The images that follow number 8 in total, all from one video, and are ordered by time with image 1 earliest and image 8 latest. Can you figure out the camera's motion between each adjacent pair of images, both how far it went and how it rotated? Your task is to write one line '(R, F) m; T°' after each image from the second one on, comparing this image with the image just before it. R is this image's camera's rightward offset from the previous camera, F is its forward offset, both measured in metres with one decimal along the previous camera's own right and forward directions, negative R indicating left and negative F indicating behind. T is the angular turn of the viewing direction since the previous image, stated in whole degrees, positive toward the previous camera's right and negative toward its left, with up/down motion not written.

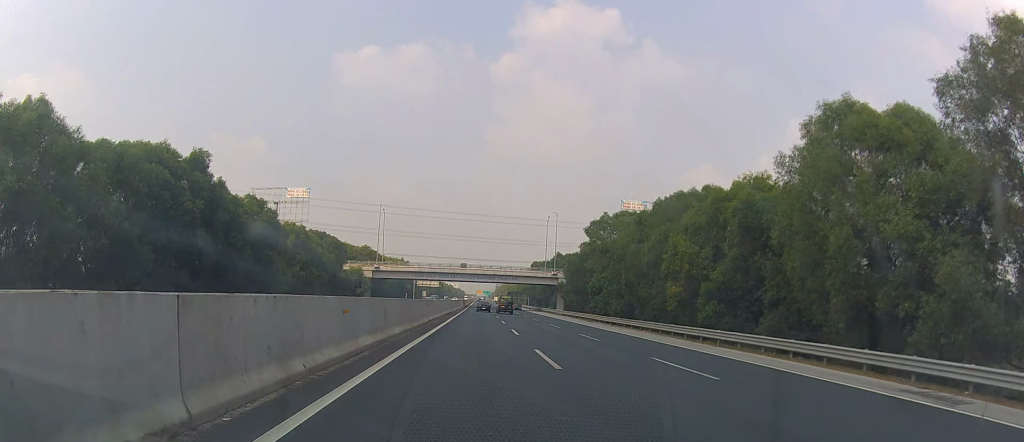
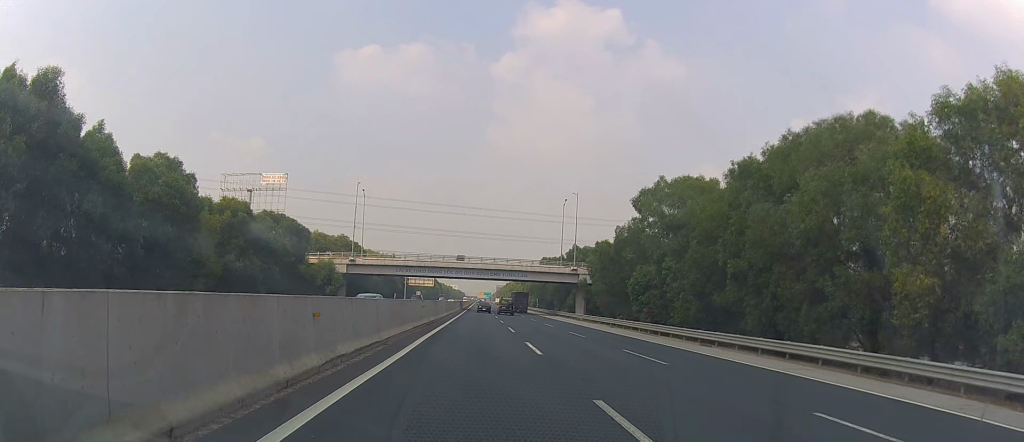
(0.0, +26.4) m; 0°
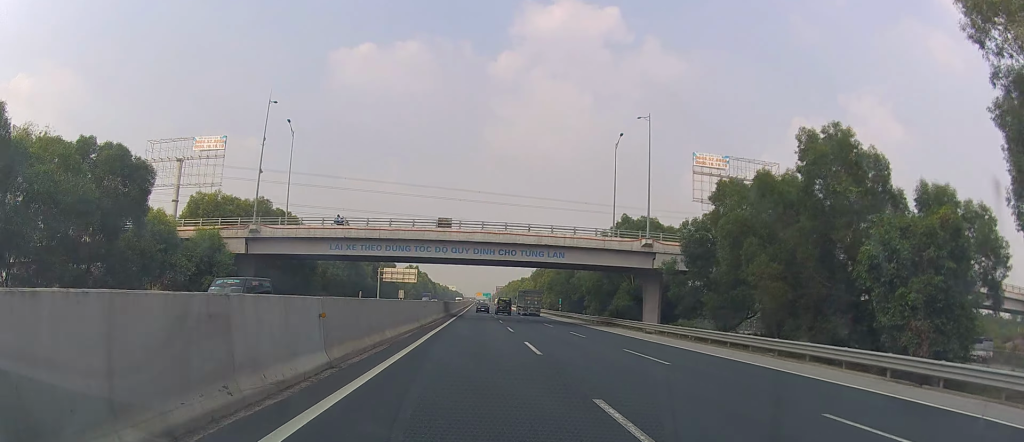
(+0.4, +47.0) m; +1°
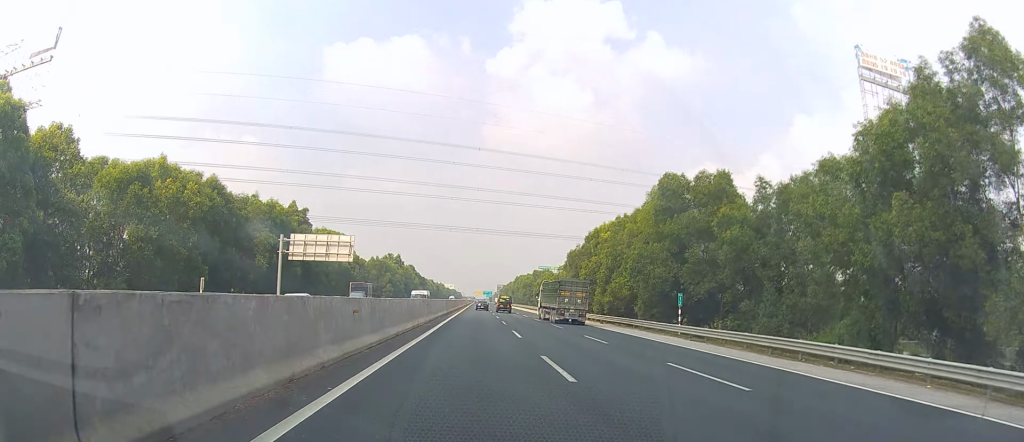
(-1.1, +67.9) m; -1°
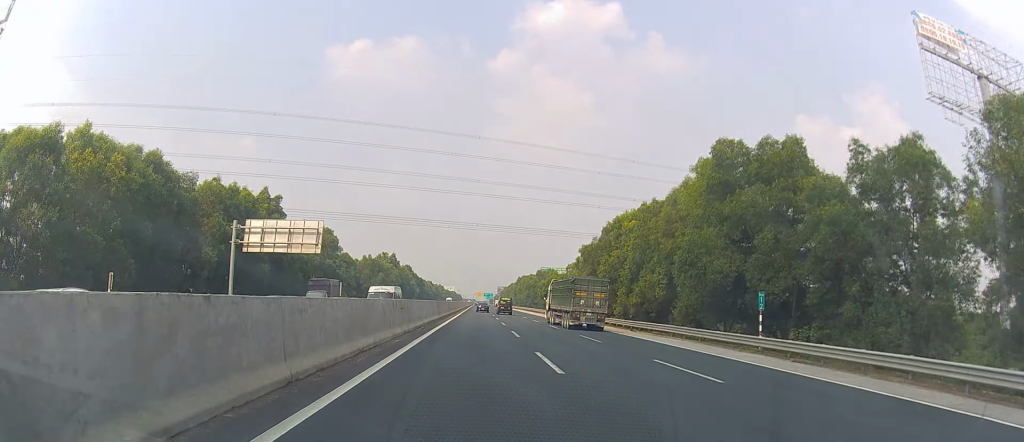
(0.0, +14.2) m; 0°
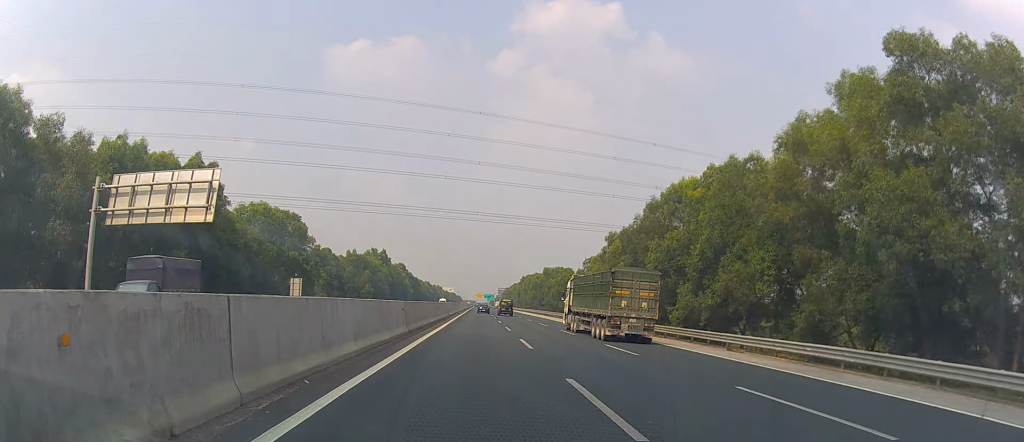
(-0.3, +21.9) m; +1°
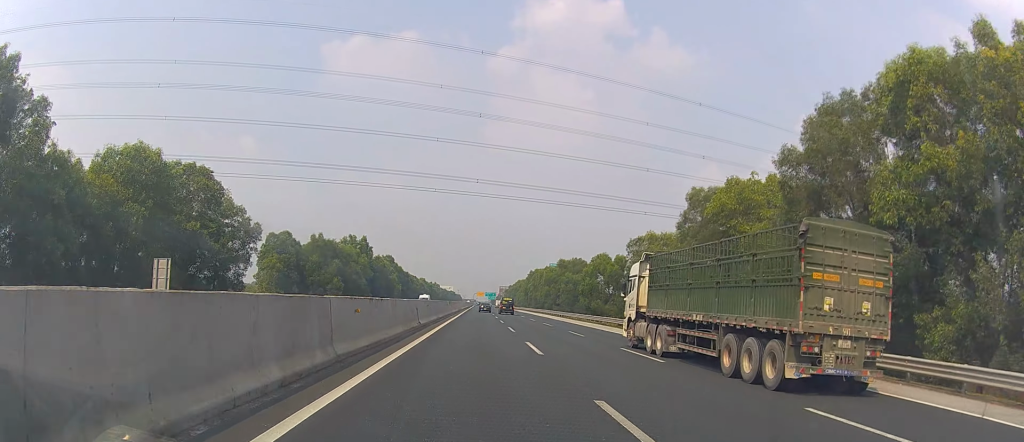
(+0.8, +34.8) m; 0°
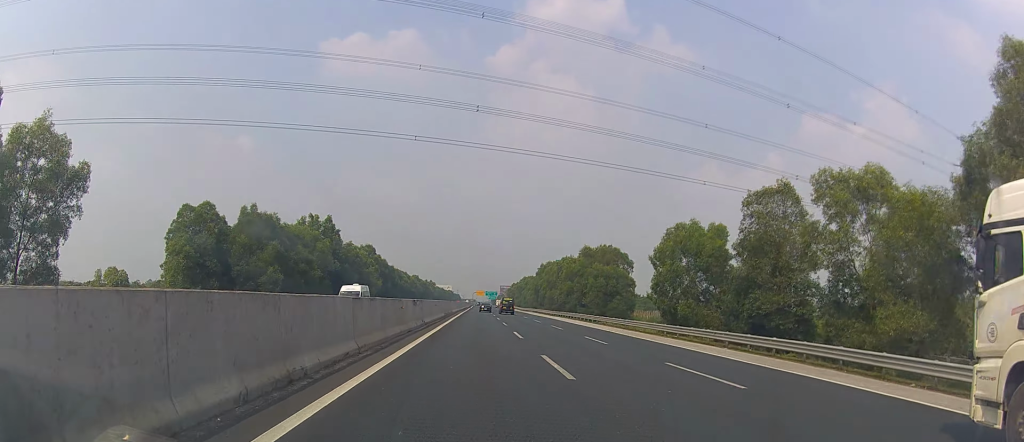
(-0.9, +37.4) m; -1°
